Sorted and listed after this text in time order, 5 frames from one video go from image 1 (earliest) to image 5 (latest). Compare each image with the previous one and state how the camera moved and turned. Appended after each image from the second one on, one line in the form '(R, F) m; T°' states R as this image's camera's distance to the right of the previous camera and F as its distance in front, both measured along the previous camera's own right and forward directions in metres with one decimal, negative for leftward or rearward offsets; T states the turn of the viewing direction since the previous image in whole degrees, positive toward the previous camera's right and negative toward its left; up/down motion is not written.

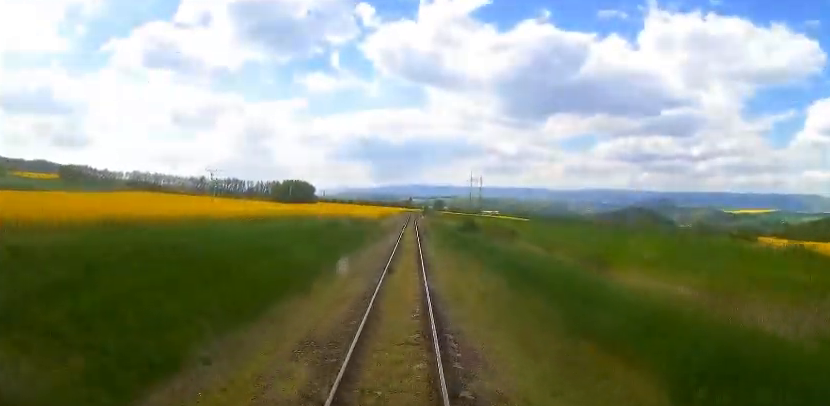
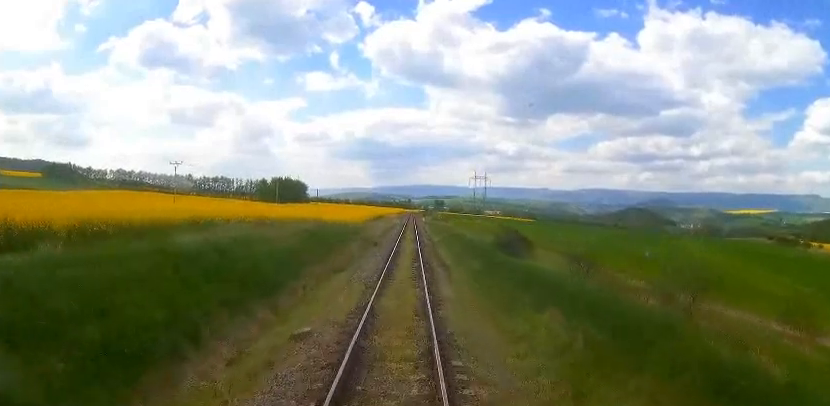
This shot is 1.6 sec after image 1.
(0.0, +16.8) m; -2°
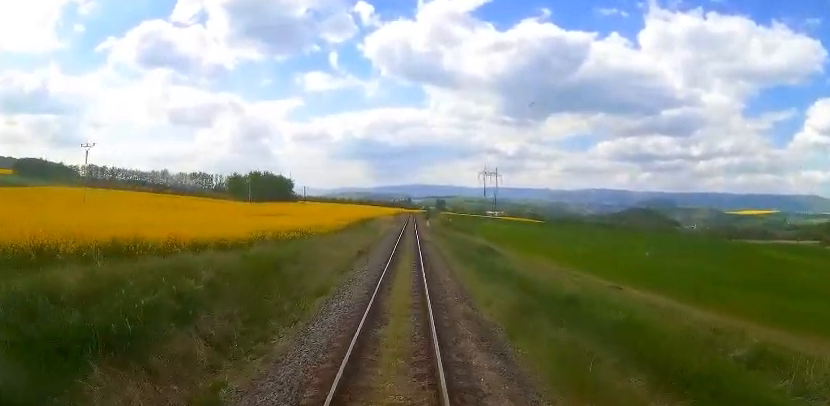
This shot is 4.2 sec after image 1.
(+0.3, +28.1) m; -1°
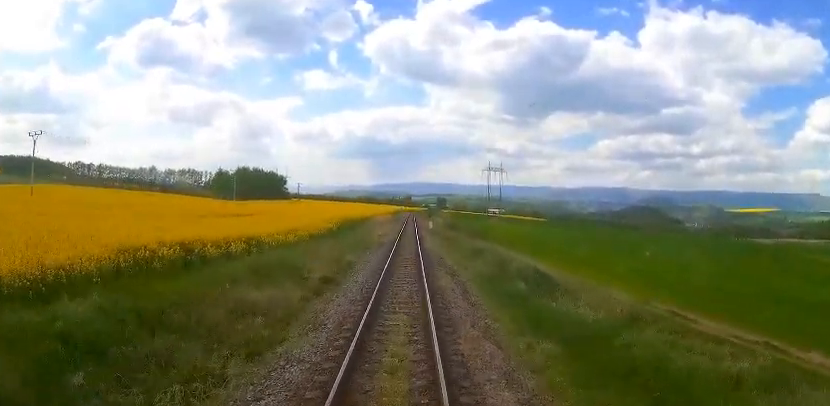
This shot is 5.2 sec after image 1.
(0.0, +11.5) m; +1°
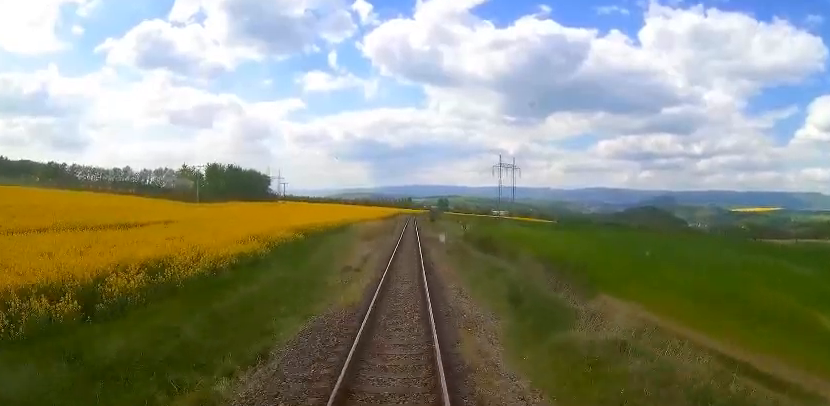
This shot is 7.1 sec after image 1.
(+0.4, +22.8) m; 0°
